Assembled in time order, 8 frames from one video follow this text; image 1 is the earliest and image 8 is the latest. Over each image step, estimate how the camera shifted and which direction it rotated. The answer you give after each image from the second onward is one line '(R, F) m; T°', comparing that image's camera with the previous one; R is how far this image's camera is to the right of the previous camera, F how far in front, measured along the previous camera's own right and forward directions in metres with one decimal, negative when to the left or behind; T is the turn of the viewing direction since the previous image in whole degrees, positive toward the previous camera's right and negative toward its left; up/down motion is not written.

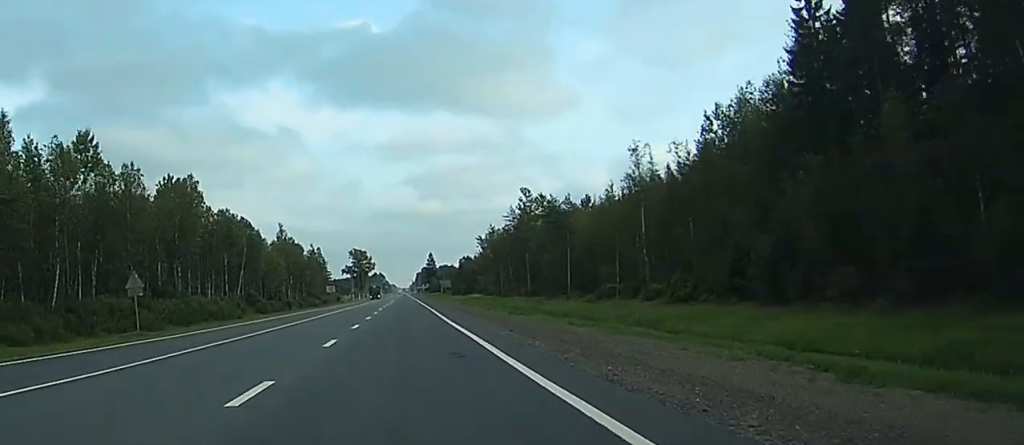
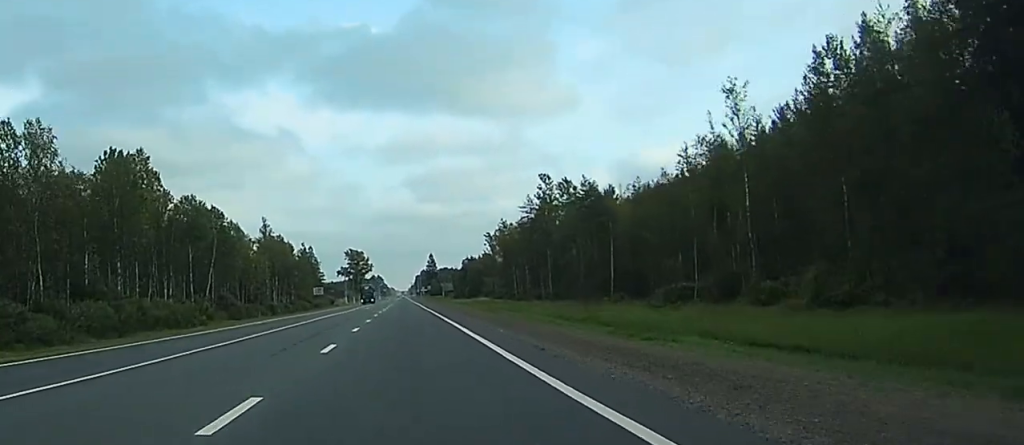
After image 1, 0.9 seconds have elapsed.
(0.0, +26.1) m; 0°
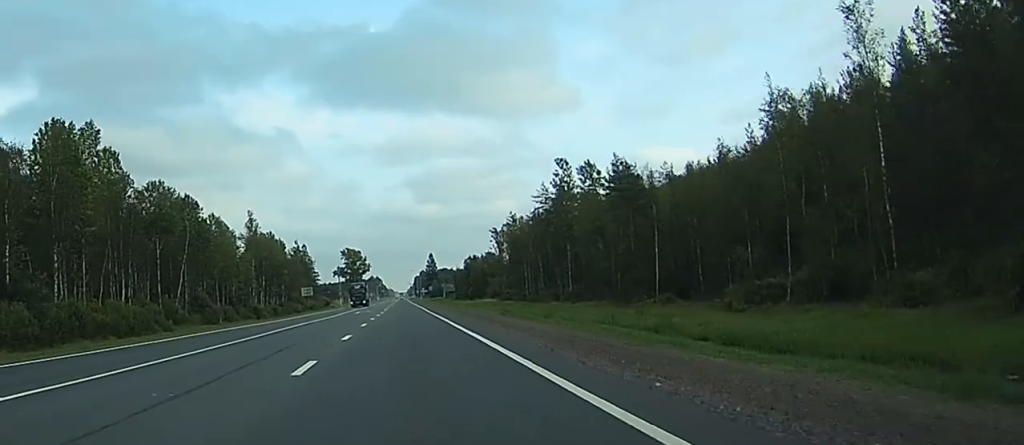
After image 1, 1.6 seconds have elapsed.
(0.0, +17.6) m; 0°
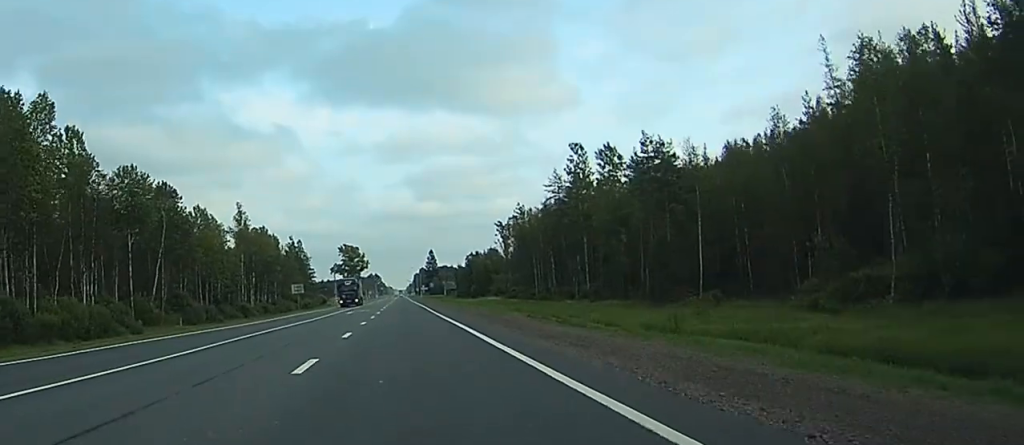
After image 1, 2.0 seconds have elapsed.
(0.0, +11.9) m; 0°
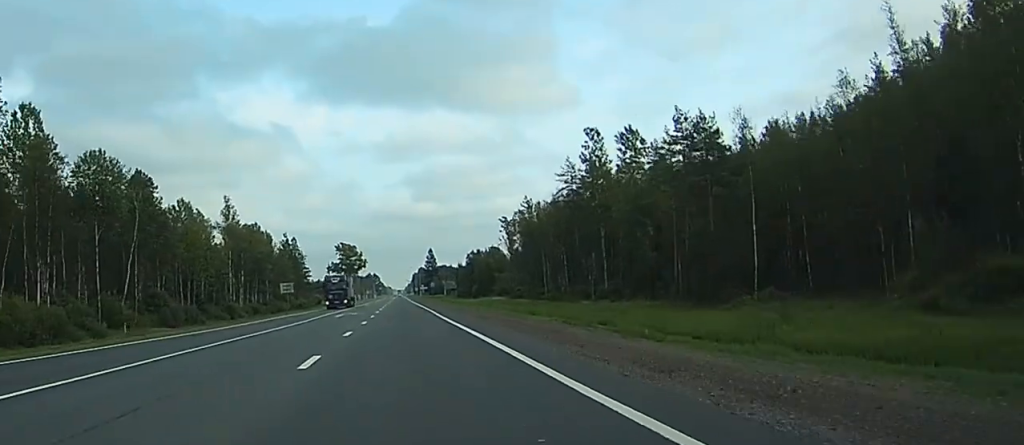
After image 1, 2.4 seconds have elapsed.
(0.0, +11.1) m; 0°
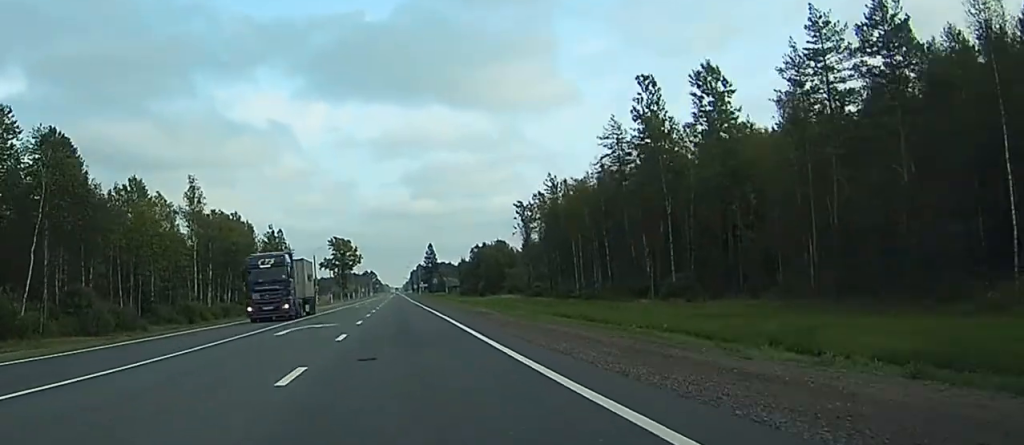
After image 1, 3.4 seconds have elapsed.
(+0.1, +26.4) m; 0°
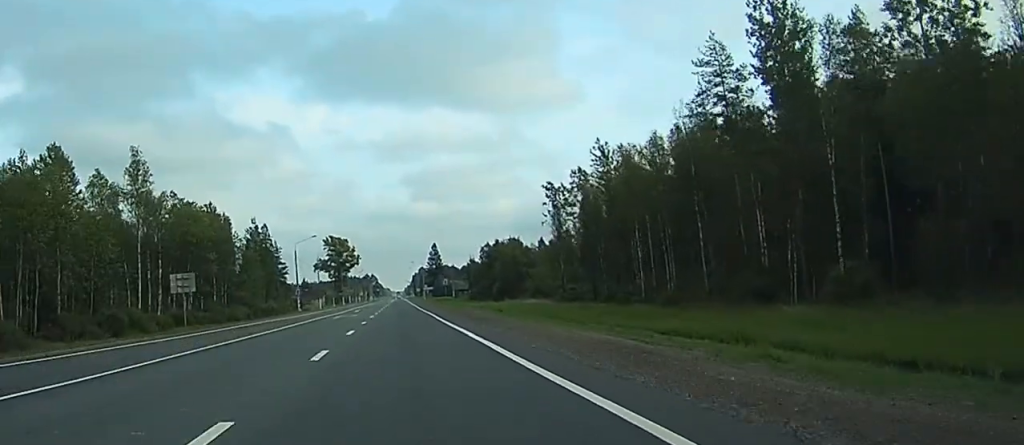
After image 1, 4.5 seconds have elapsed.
(-0.1, +30.6) m; 0°
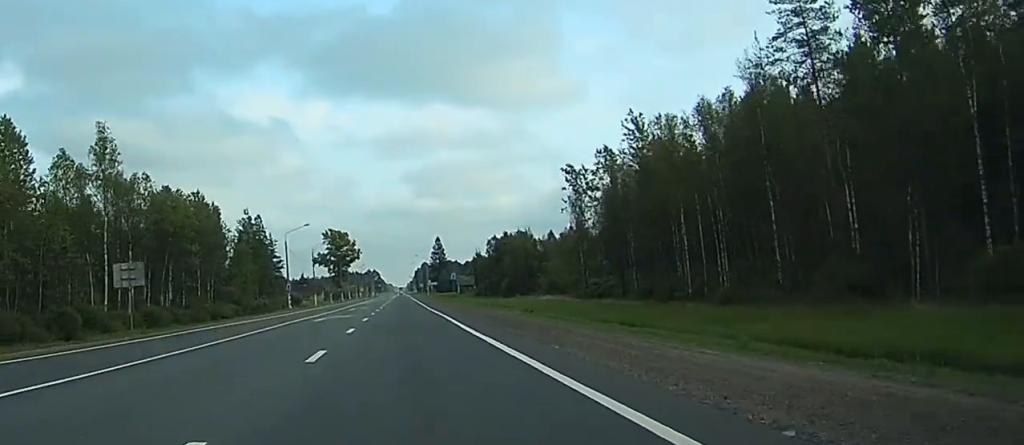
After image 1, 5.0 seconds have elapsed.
(+0.1, +13.3) m; 0°
